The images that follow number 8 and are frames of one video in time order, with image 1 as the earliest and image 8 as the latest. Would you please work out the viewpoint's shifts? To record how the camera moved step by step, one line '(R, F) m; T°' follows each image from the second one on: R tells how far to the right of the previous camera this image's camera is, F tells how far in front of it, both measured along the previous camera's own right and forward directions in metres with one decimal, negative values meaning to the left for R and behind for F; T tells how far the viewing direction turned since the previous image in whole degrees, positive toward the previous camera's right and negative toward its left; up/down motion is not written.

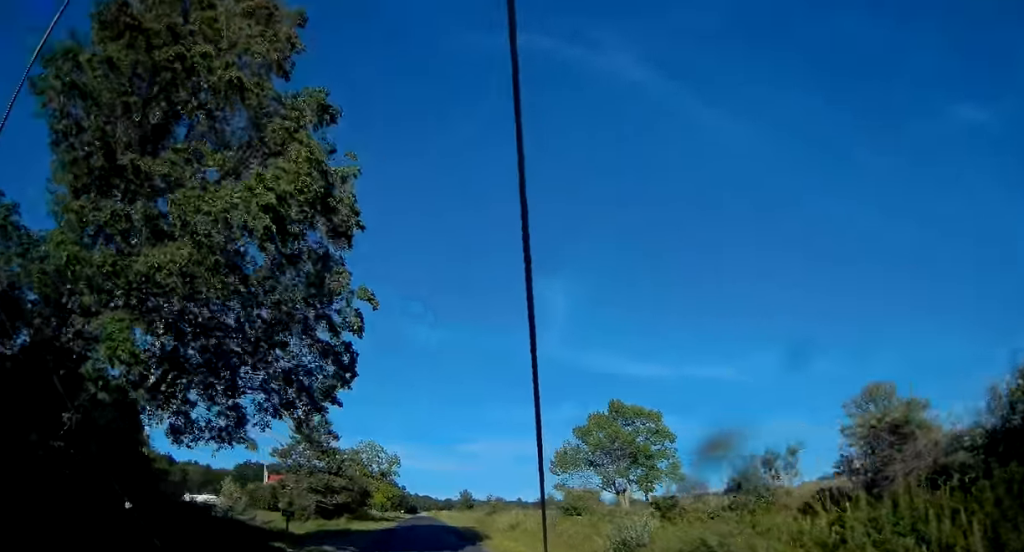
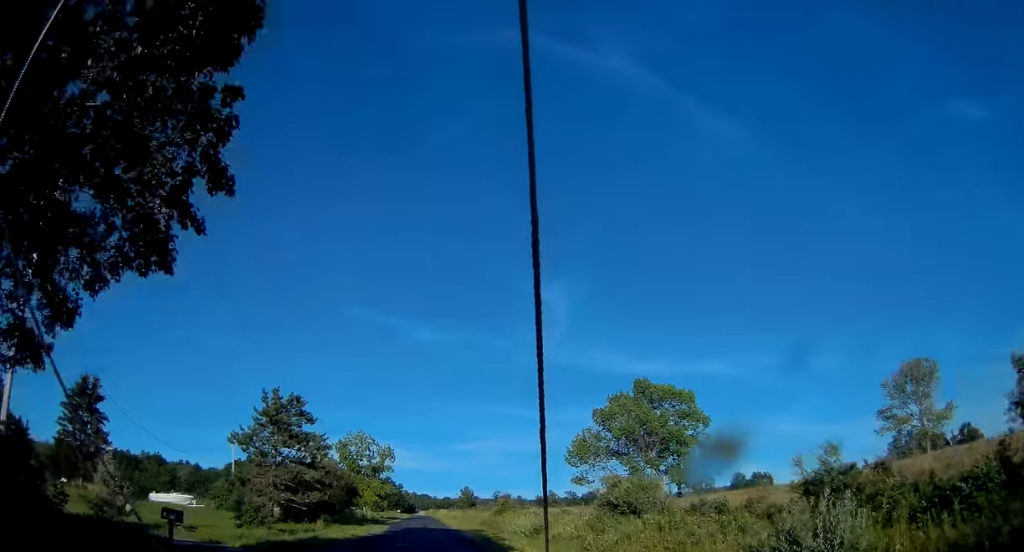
(+0.2, +10.3) m; +1°
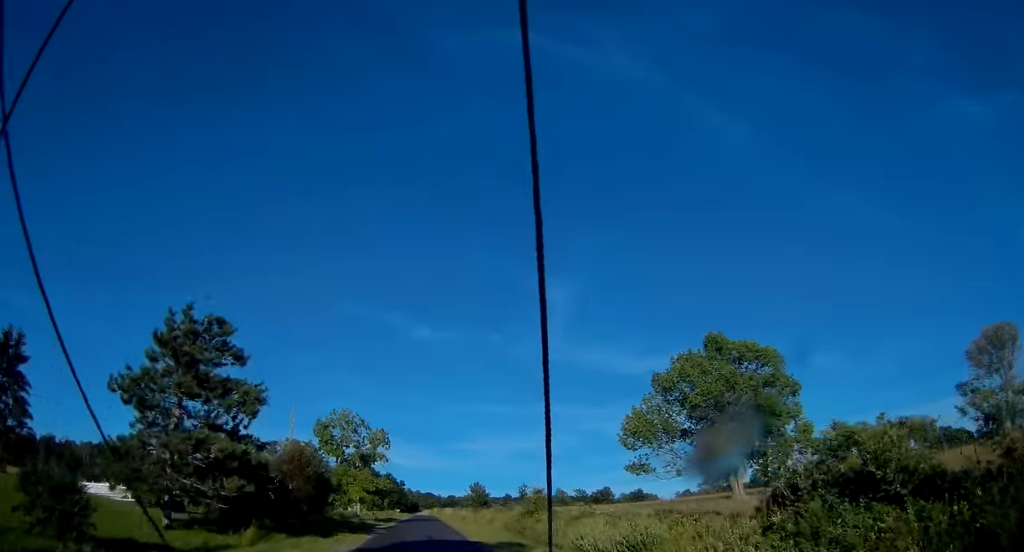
(0.0, +16.7) m; 0°
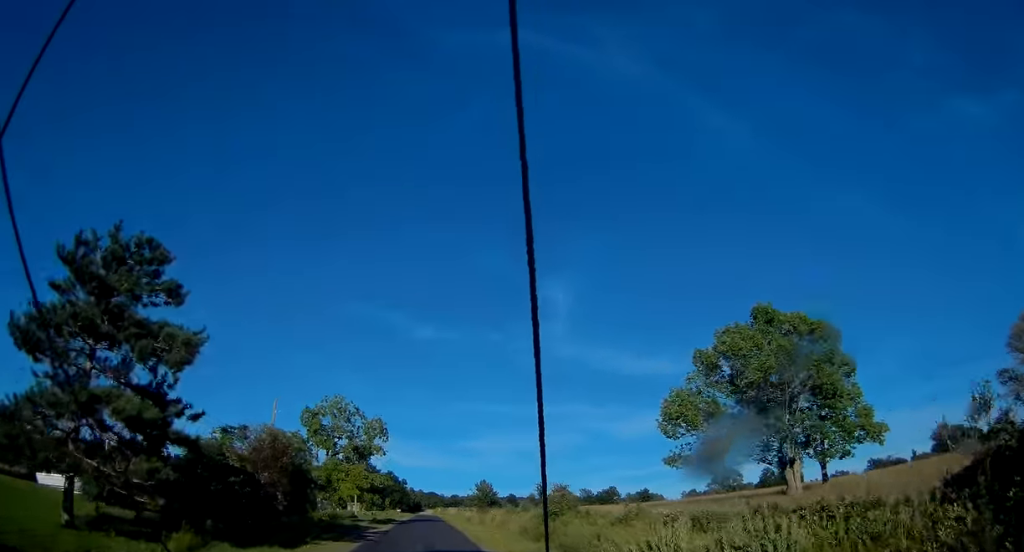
(0.0, +7.5) m; -1°
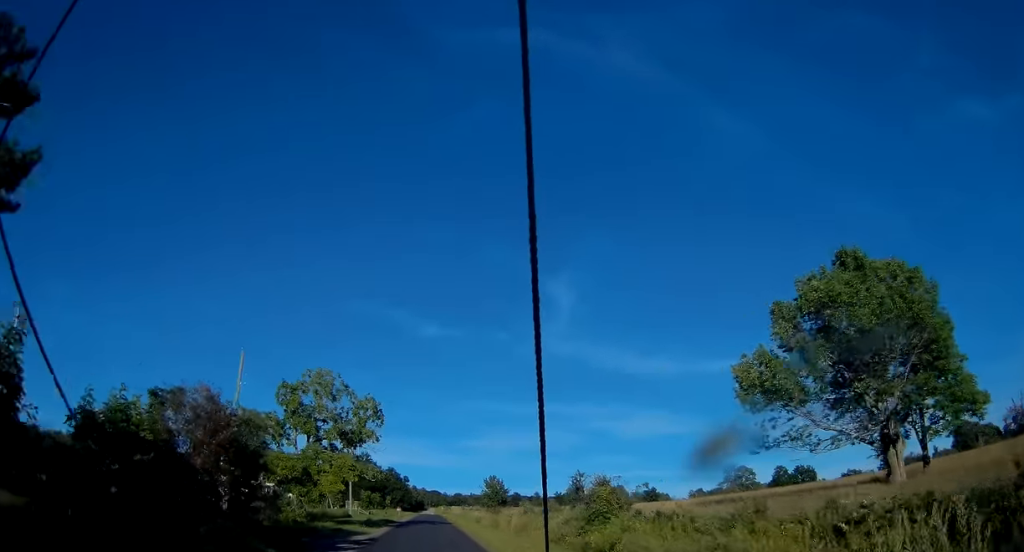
(-0.1, +10.0) m; -1°
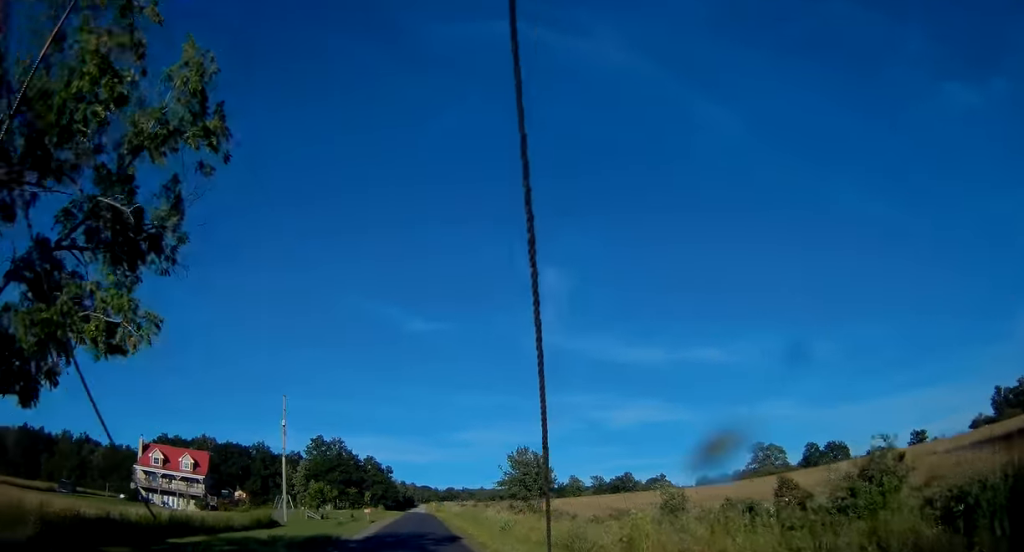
(-0.2, +36.0) m; -1°
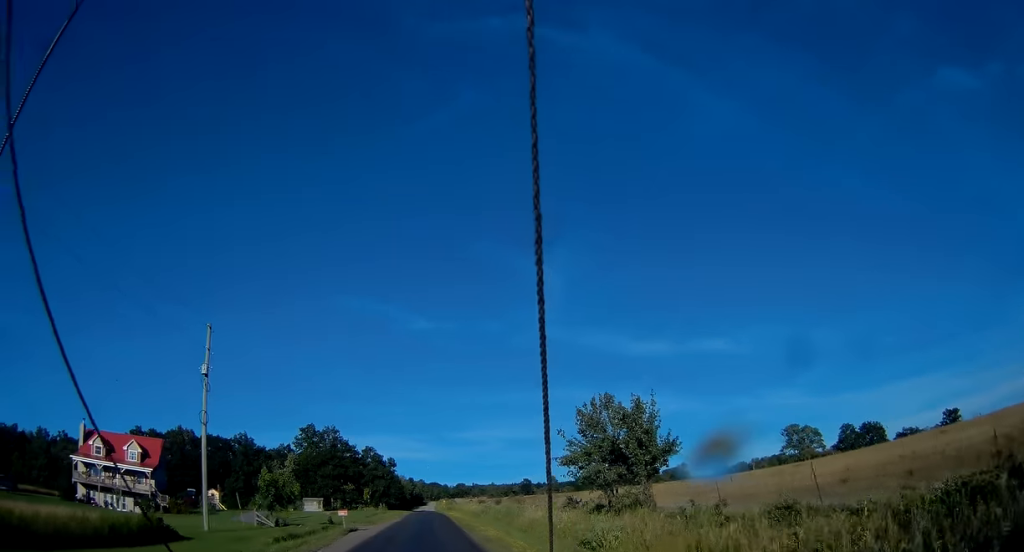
(-0.1, +21.5) m; +1°
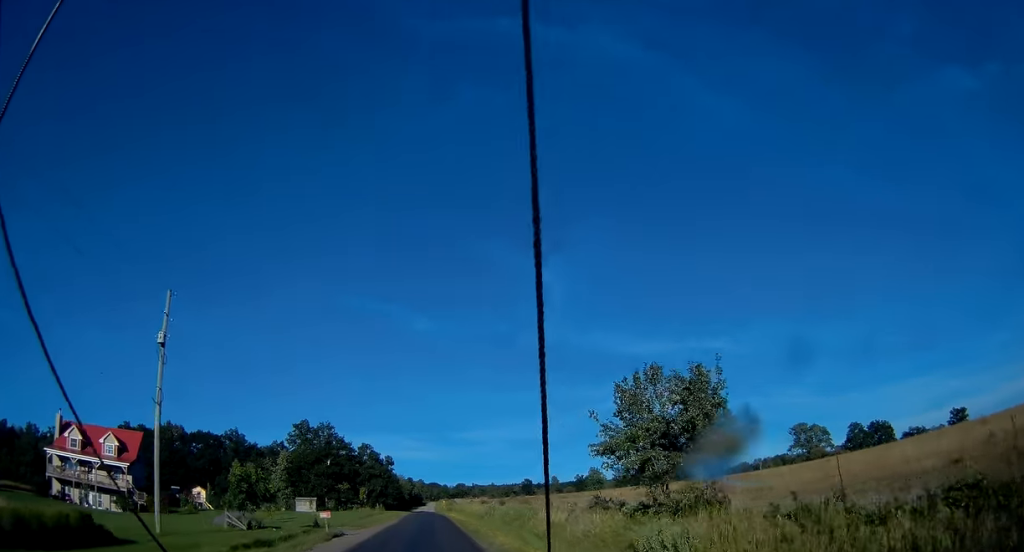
(+0.2, +6.2) m; 0°
